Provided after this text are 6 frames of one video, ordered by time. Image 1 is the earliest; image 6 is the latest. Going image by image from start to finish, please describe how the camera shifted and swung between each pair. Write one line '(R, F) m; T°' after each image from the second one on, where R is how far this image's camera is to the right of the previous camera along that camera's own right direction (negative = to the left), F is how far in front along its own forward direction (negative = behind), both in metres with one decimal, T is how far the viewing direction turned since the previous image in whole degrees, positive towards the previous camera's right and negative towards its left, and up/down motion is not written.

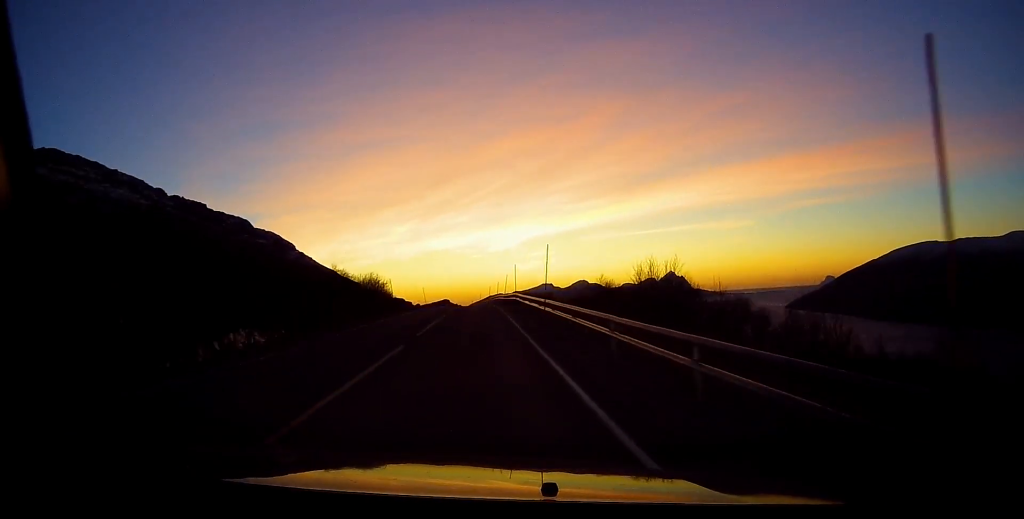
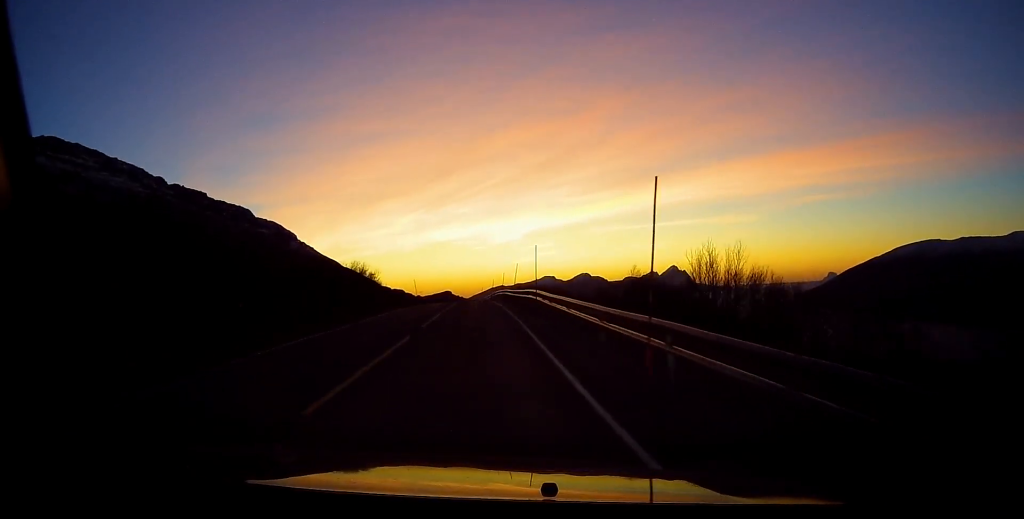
(-0.2, +11.1) m; -1°
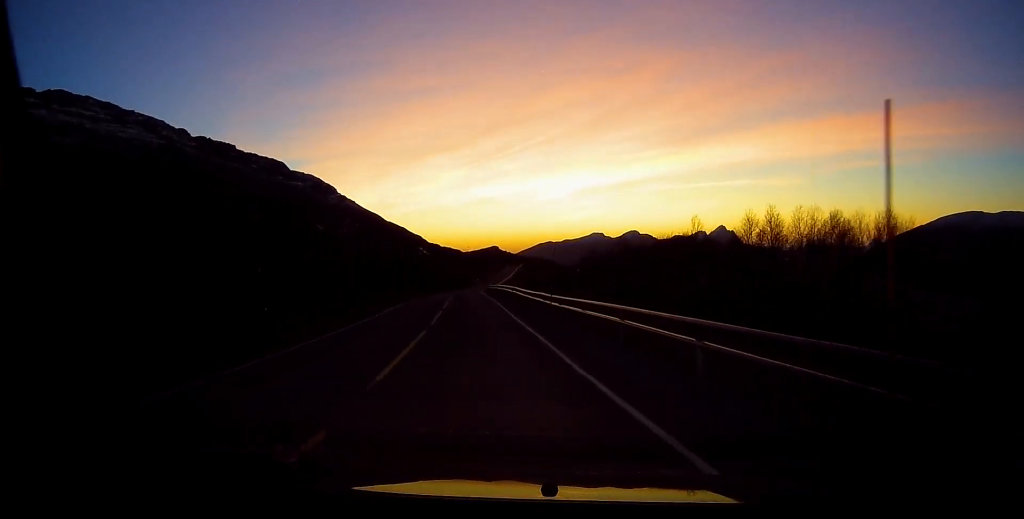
(-1.4, +80.7) m; -3°
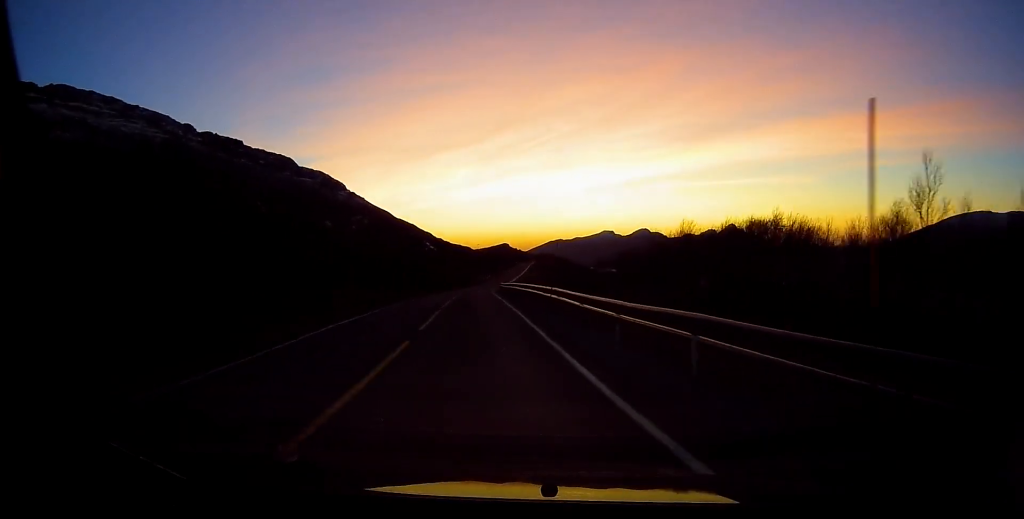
(+0.2, +15.6) m; 0°
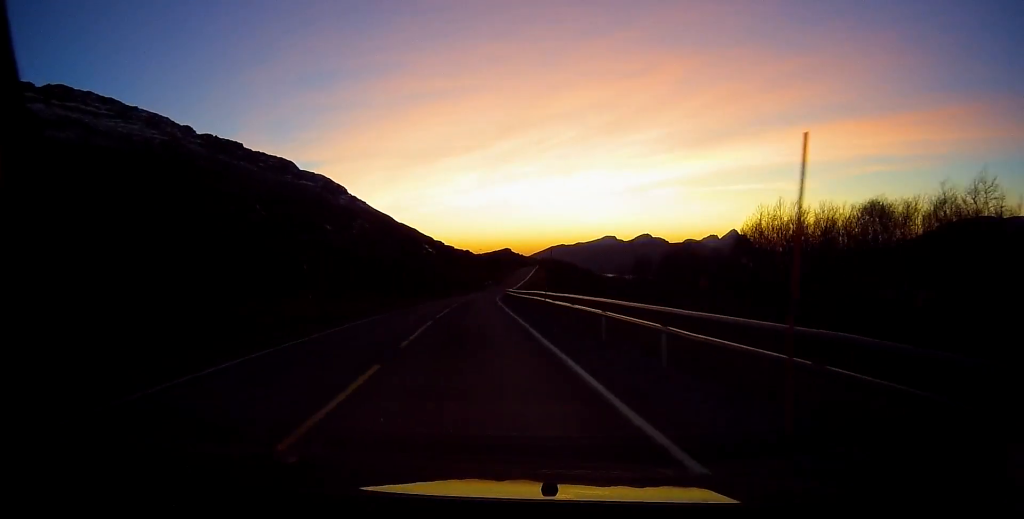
(-0.2, +15.0) m; -1°
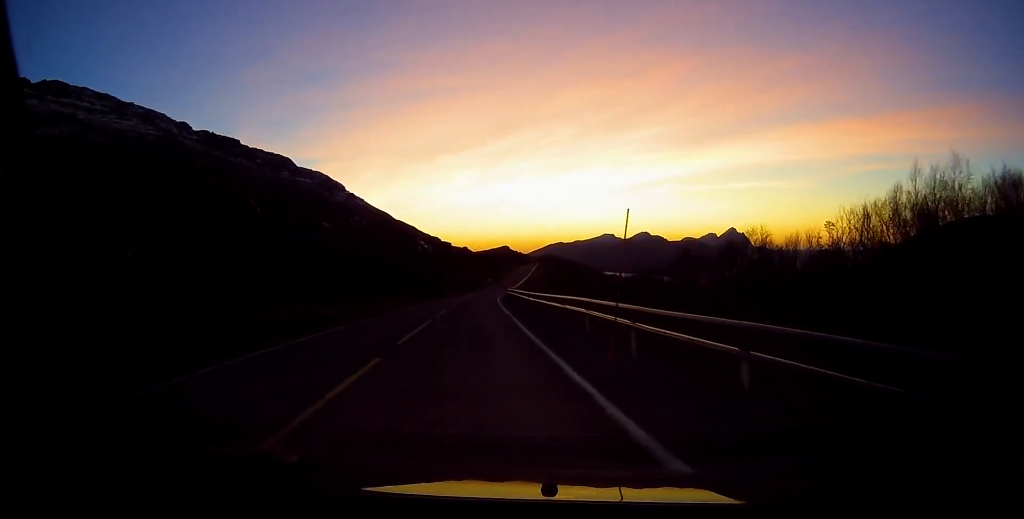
(-0.1, +10.5) m; 0°
